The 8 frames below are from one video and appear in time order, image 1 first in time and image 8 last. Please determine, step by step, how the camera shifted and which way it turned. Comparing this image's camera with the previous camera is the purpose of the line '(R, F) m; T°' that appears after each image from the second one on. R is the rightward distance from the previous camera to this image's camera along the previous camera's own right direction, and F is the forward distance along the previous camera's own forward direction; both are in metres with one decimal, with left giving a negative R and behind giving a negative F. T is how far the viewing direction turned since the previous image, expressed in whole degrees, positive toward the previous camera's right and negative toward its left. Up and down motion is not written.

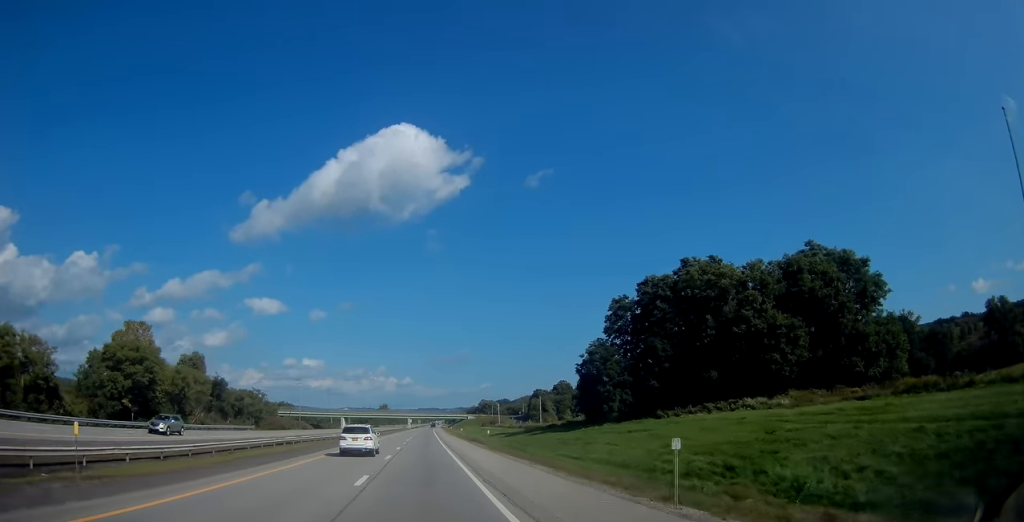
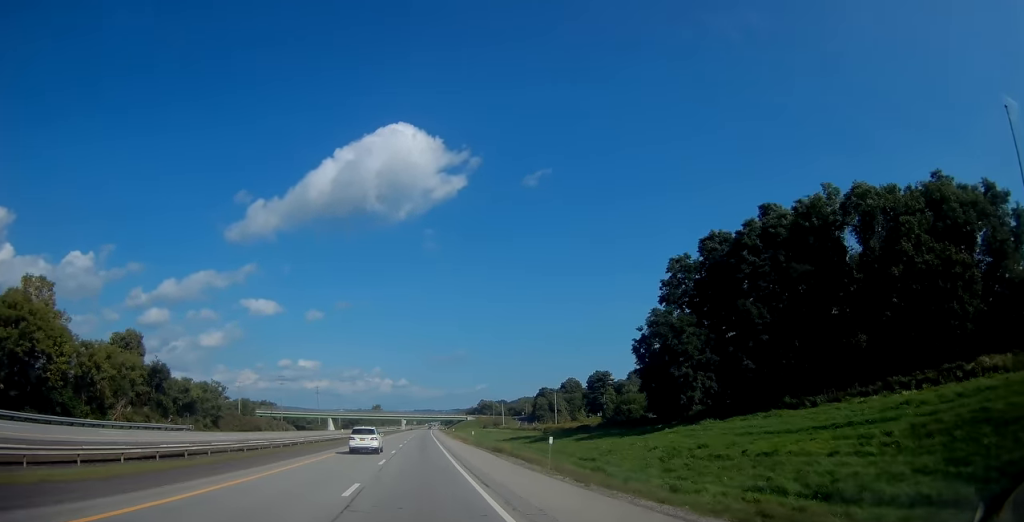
(+0.3, +26.9) m; 0°
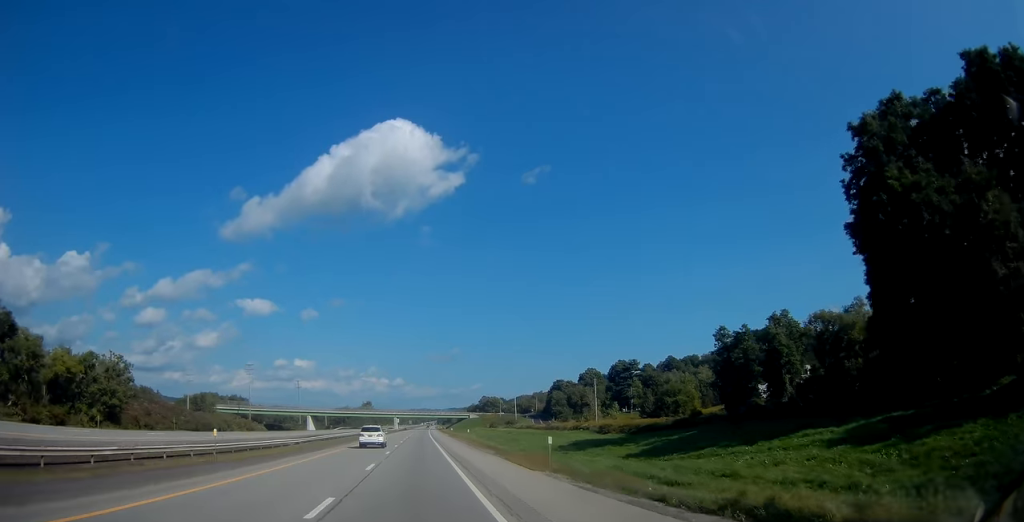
(-0.3, +40.3) m; 0°
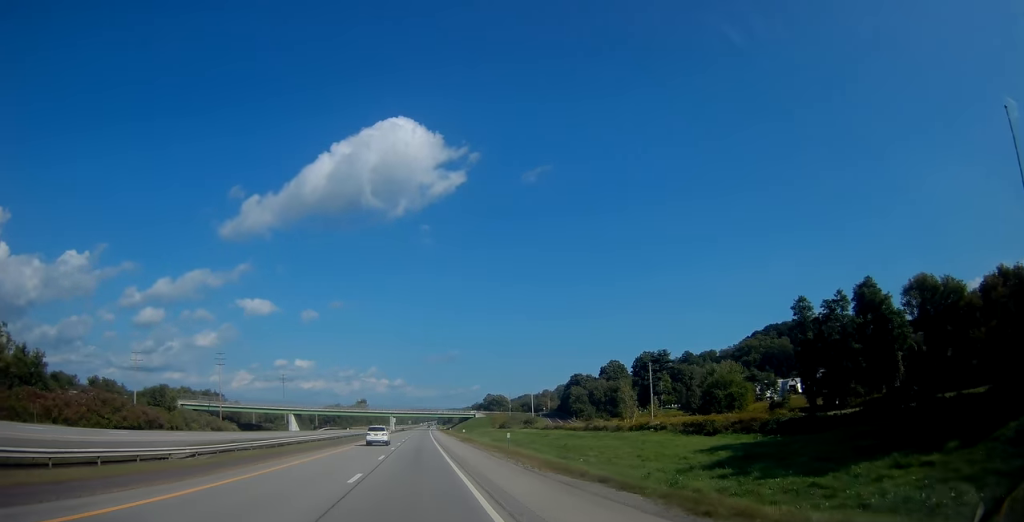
(+0.4, +29.8) m; +1°
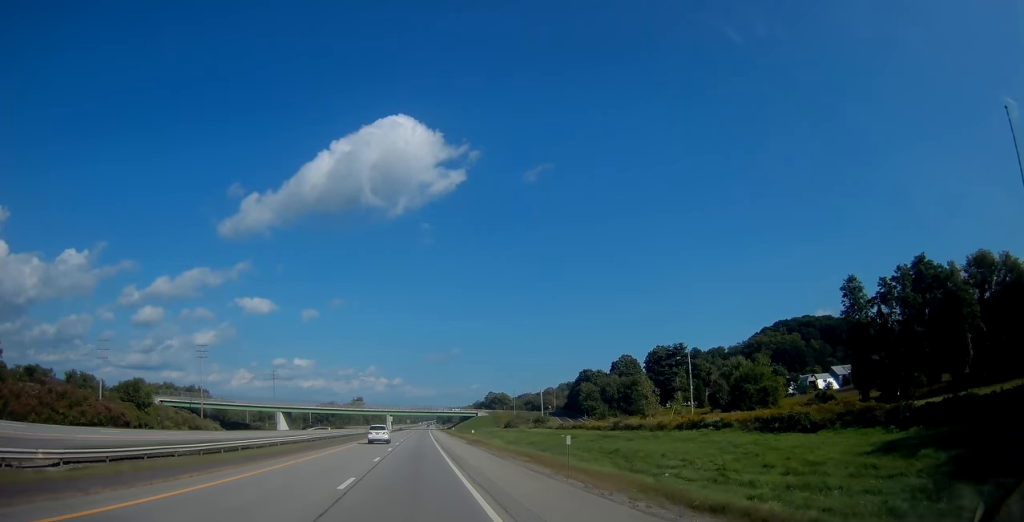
(0.0, +14.4) m; 0°
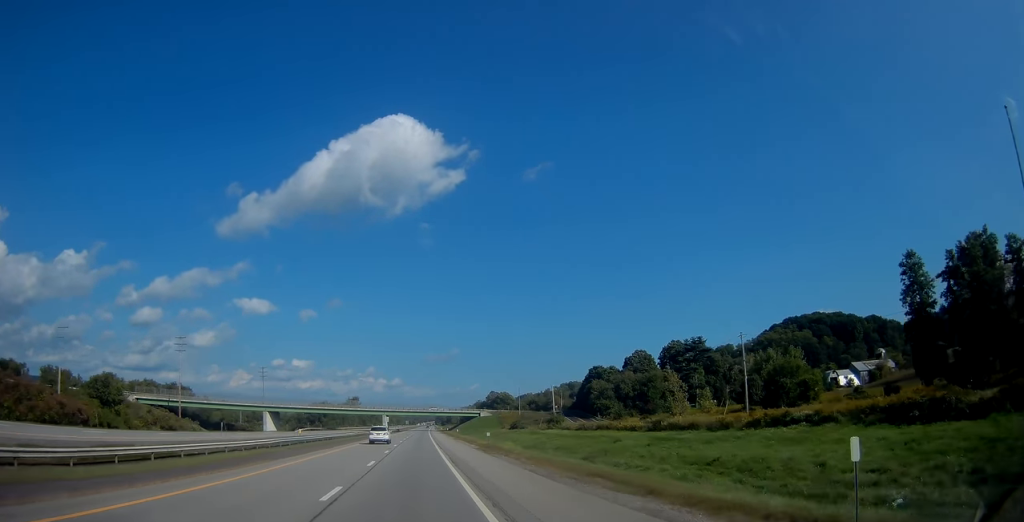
(0.0, +14.4) m; 0°
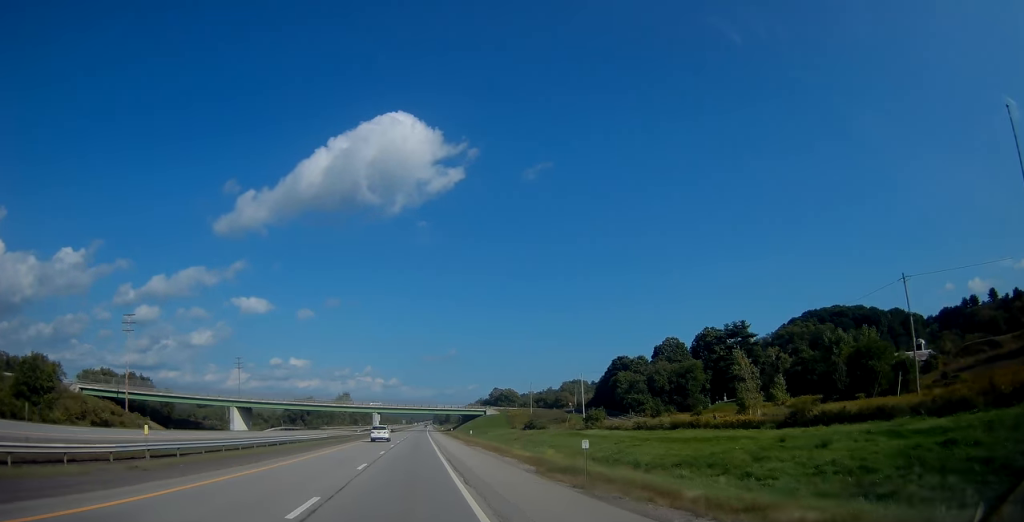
(+0.4, +27.0) m; 0°
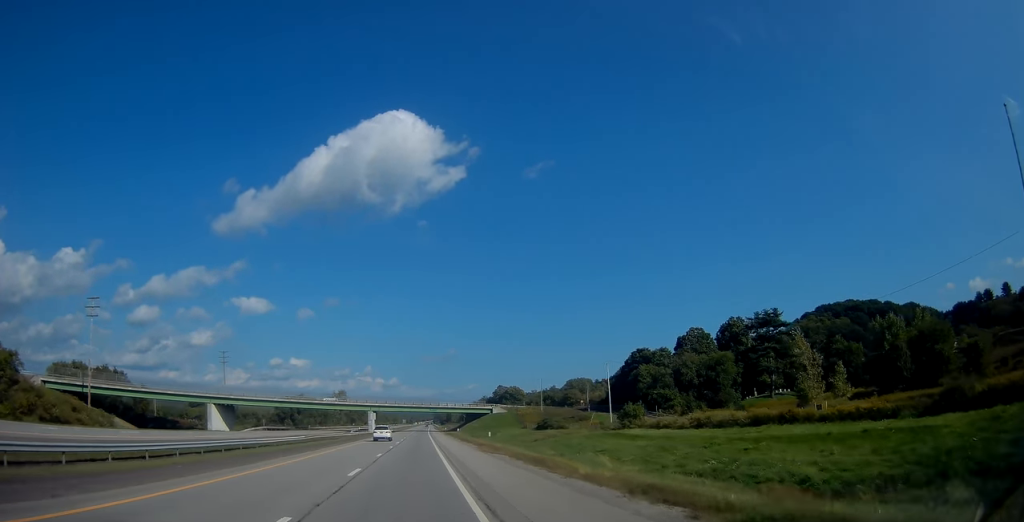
(-0.2, +15.4) m; 0°
